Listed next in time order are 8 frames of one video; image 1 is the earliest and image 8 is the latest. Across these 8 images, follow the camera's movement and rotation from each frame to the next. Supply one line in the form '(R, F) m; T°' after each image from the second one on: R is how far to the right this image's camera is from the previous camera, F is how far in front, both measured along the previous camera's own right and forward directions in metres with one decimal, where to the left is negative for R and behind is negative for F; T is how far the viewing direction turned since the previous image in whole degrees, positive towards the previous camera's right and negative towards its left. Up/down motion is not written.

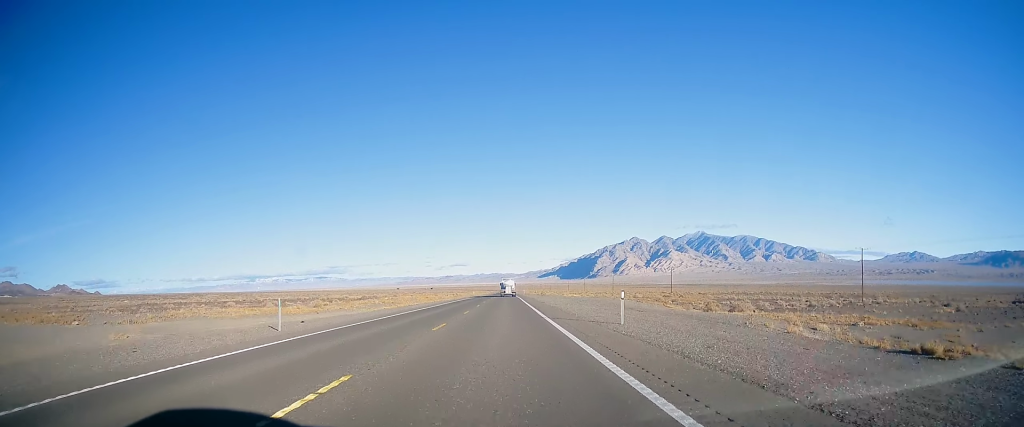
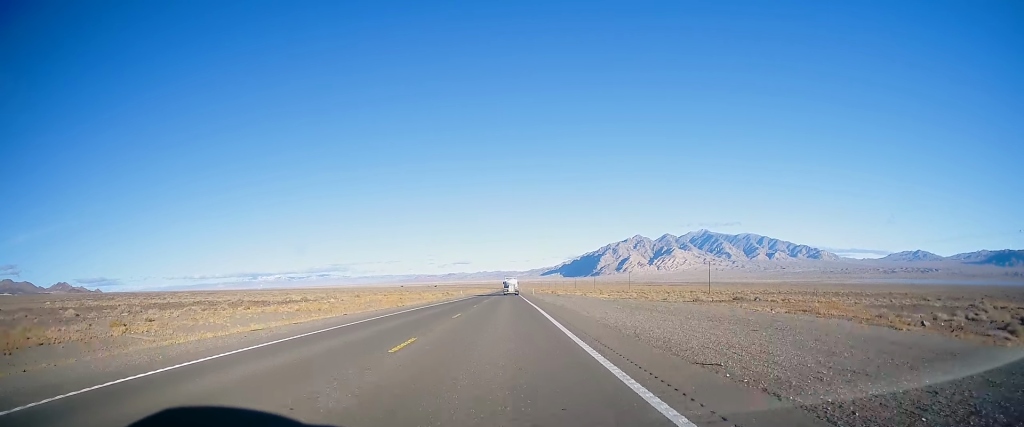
(-0.2, +42.7) m; 0°
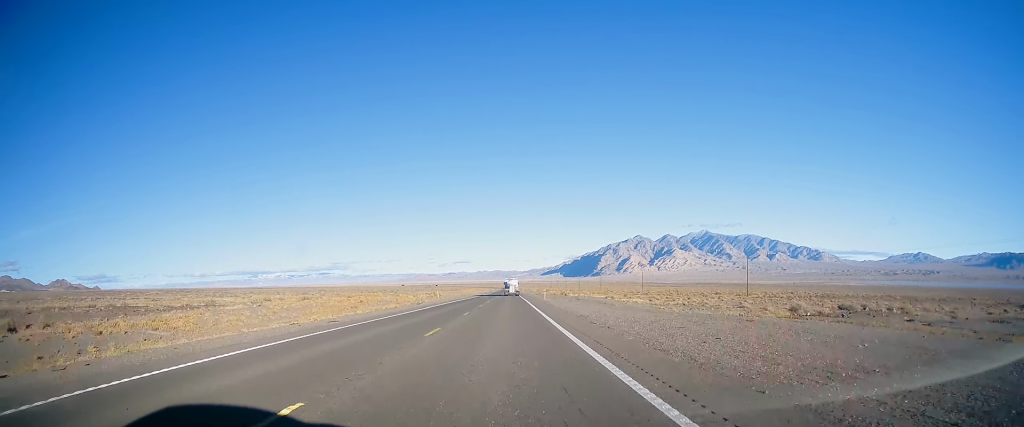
(+0.1, +32.2) m; 0°
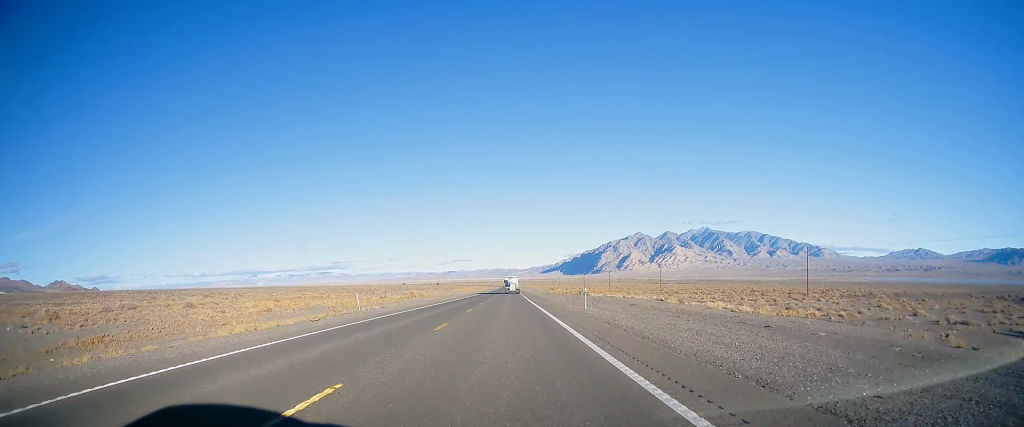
(0.0, +35.3) m; 0°
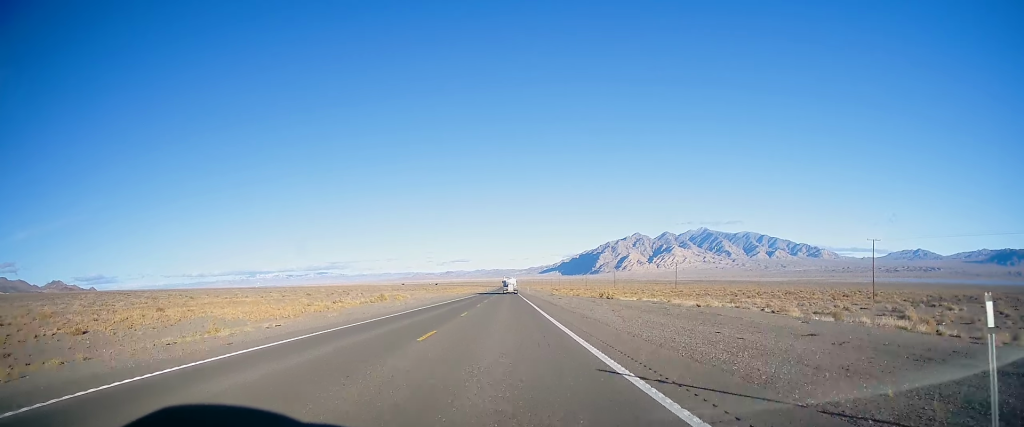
(-0.2, +27.0) m; 0°
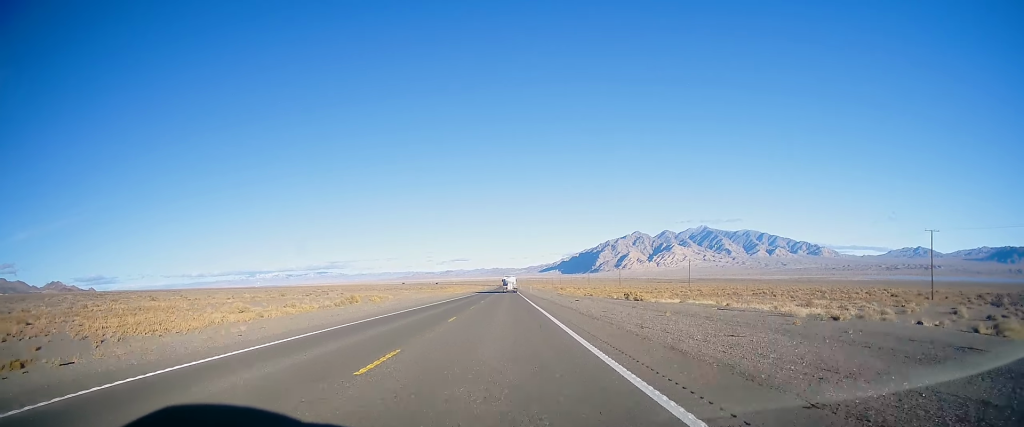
(-0.2, +17.7) m; 0°
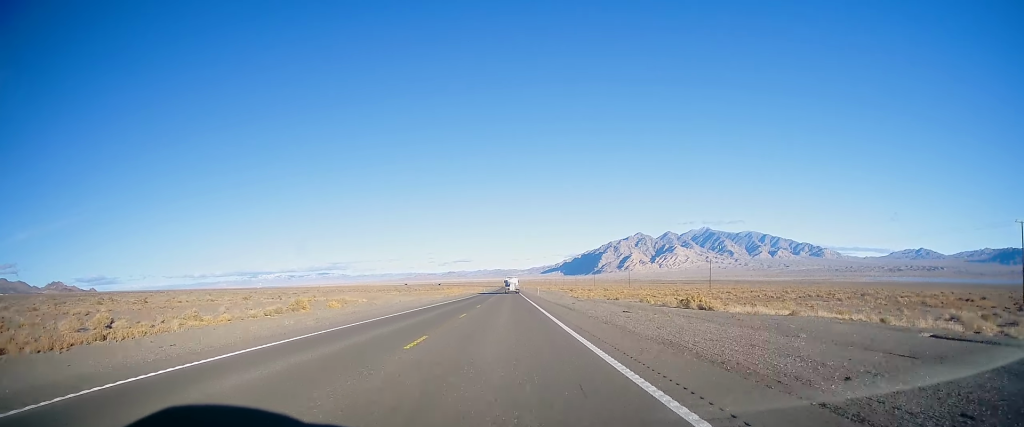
(+0.2, +20.5) m; 0°
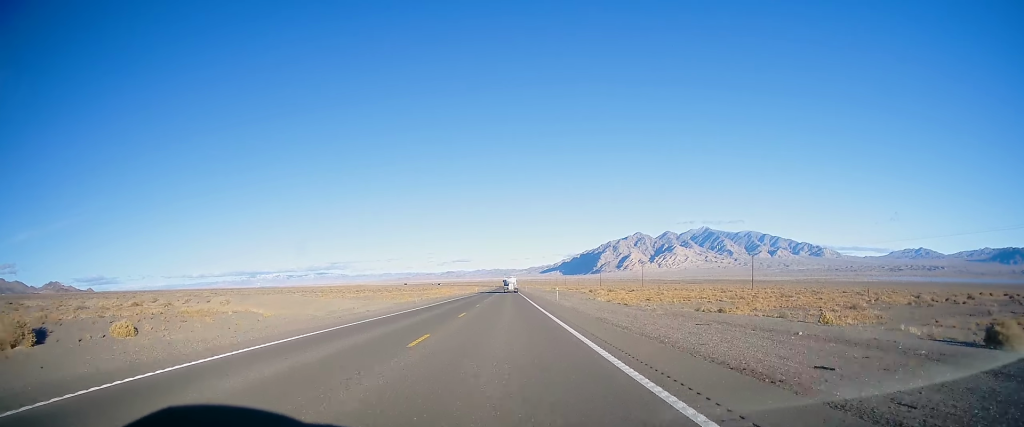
(0.0, +36.0) m; 0°
